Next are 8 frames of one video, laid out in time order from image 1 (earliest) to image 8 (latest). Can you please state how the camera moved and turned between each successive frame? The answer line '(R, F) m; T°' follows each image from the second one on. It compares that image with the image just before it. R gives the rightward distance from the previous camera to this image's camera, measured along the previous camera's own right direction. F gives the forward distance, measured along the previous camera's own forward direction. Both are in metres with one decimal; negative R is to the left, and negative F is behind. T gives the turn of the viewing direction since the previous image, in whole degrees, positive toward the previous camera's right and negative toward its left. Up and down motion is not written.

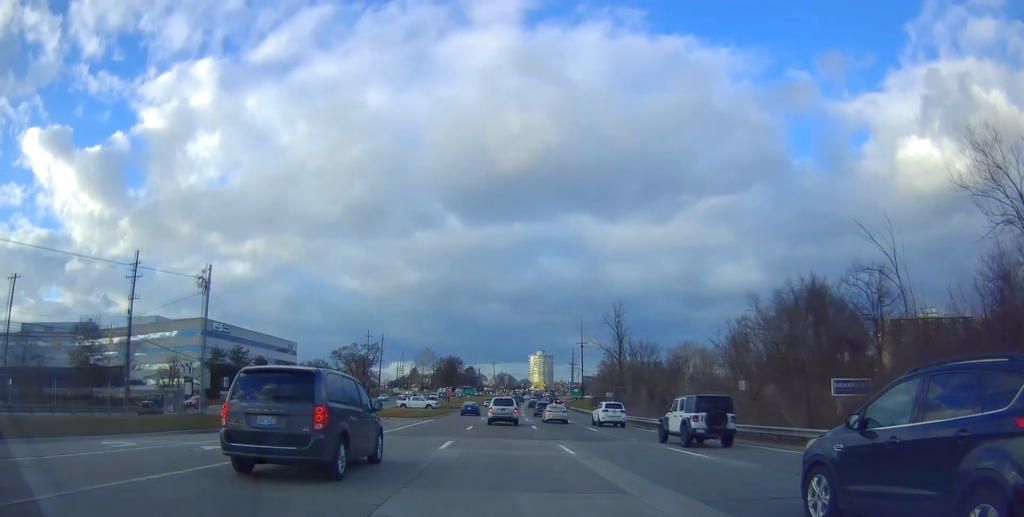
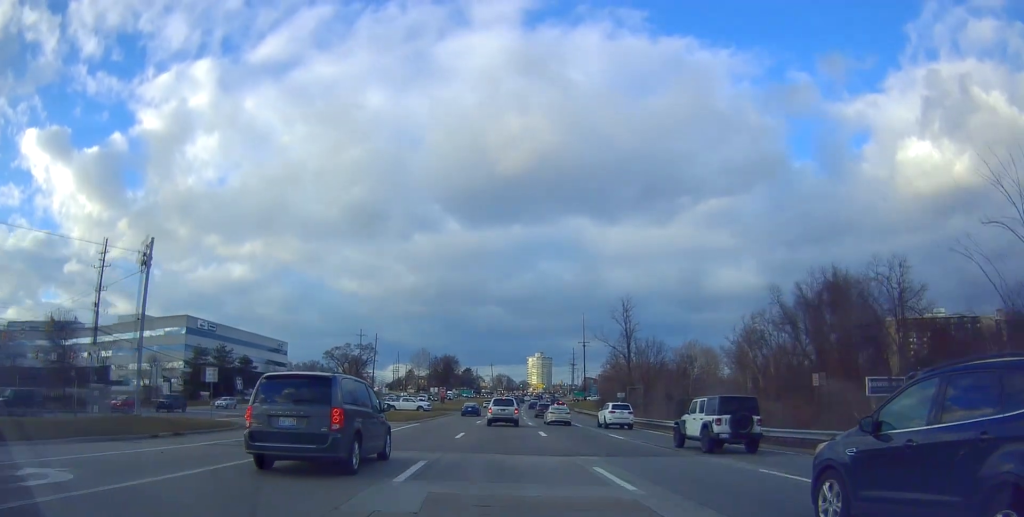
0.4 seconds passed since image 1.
(-0.1, +7.4) m; +1°
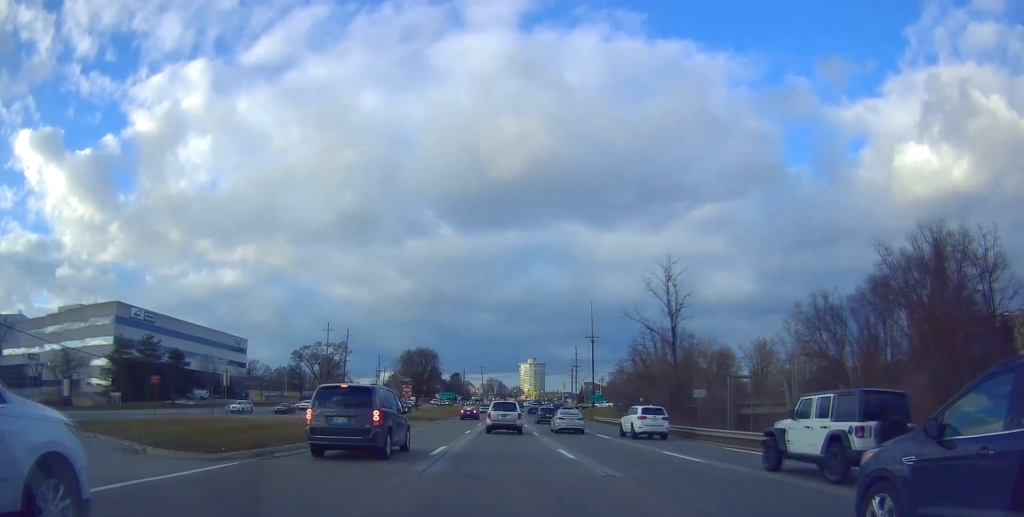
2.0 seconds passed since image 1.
(+1.0, +26.4) m; +3°
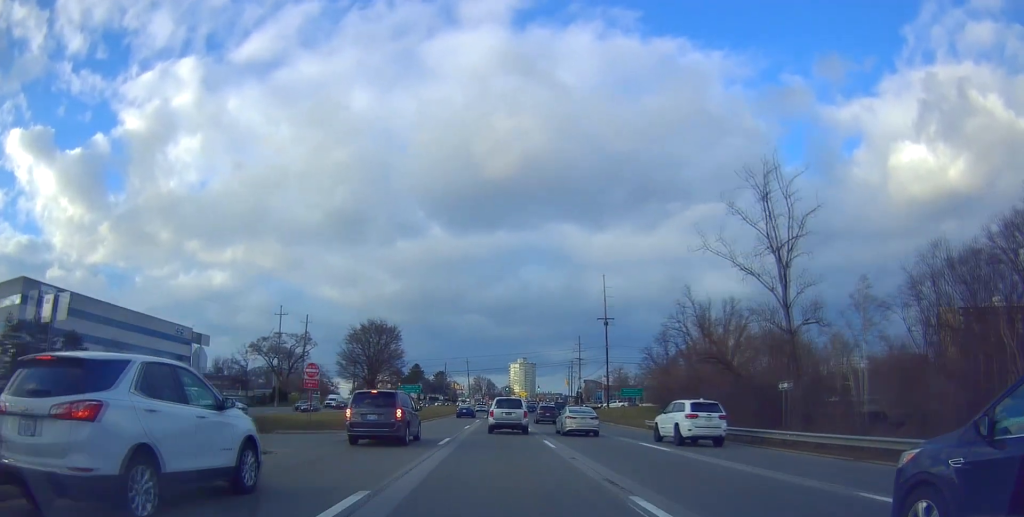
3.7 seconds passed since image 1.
(-1.1, +28.1) m; -2°
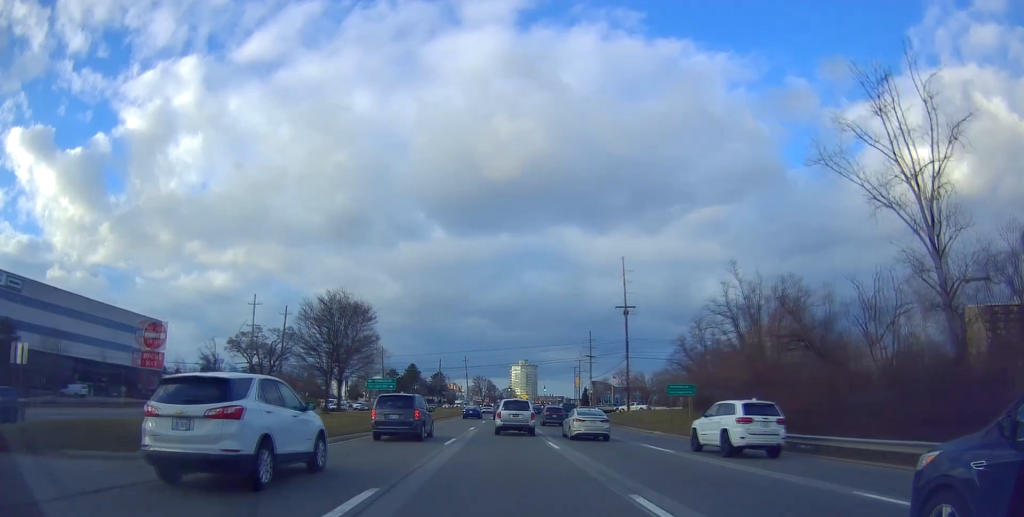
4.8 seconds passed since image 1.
(+0.3, +15.1) m; +1°
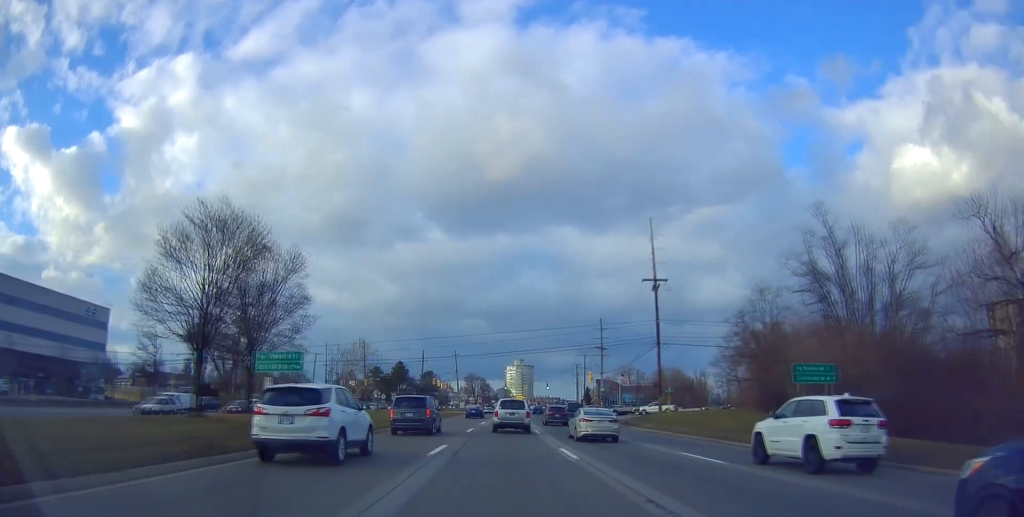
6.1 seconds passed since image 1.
(-0.2, +19.0) m; 0°
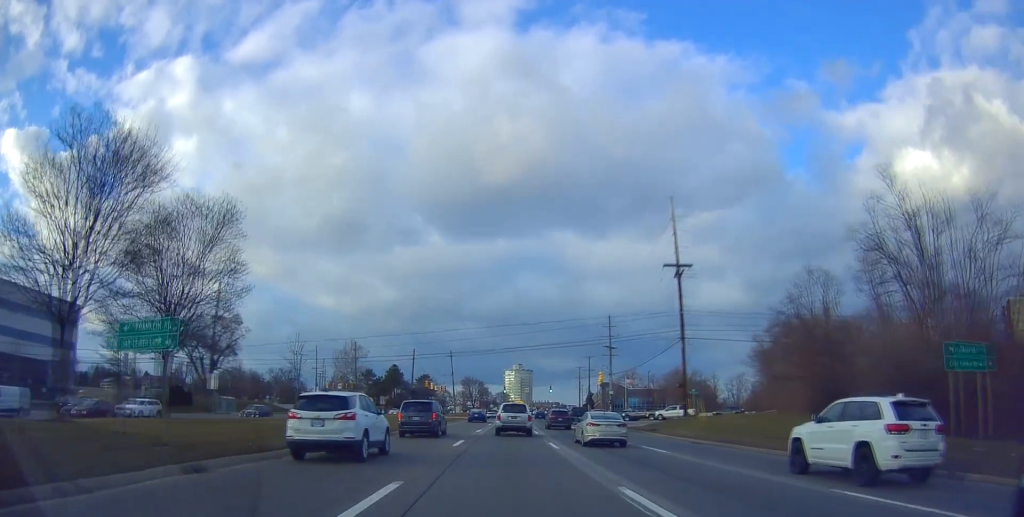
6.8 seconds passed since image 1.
(+0.2, +9.3) m; +1°
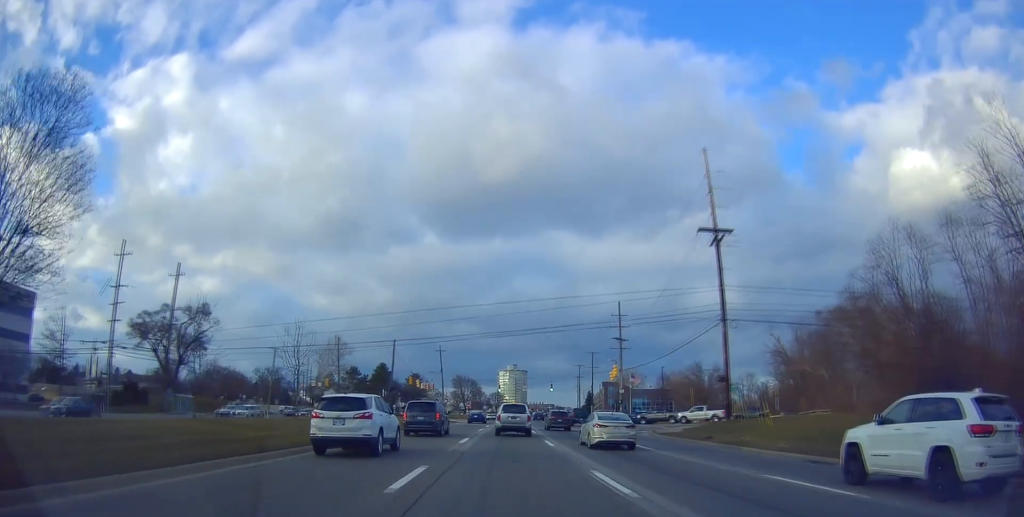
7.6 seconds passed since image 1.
(+0.1, +11.9) m; +1°
